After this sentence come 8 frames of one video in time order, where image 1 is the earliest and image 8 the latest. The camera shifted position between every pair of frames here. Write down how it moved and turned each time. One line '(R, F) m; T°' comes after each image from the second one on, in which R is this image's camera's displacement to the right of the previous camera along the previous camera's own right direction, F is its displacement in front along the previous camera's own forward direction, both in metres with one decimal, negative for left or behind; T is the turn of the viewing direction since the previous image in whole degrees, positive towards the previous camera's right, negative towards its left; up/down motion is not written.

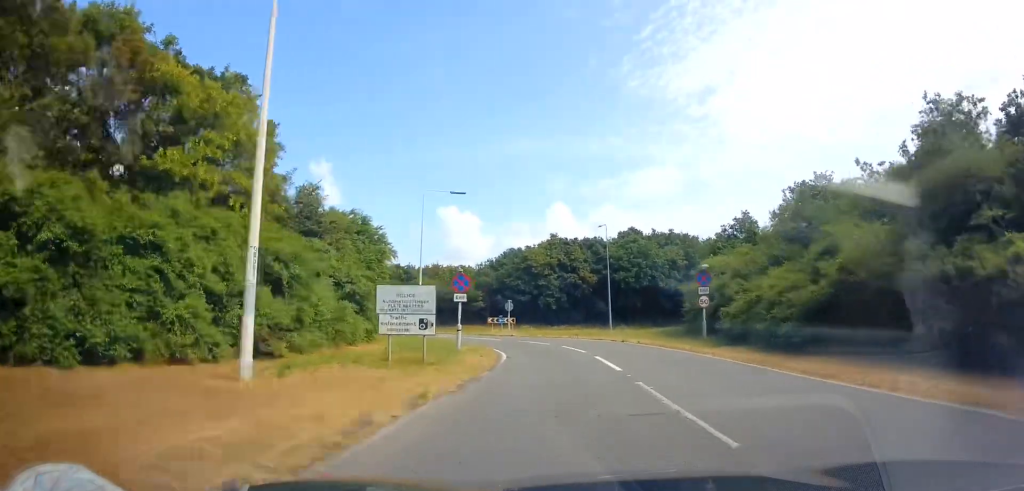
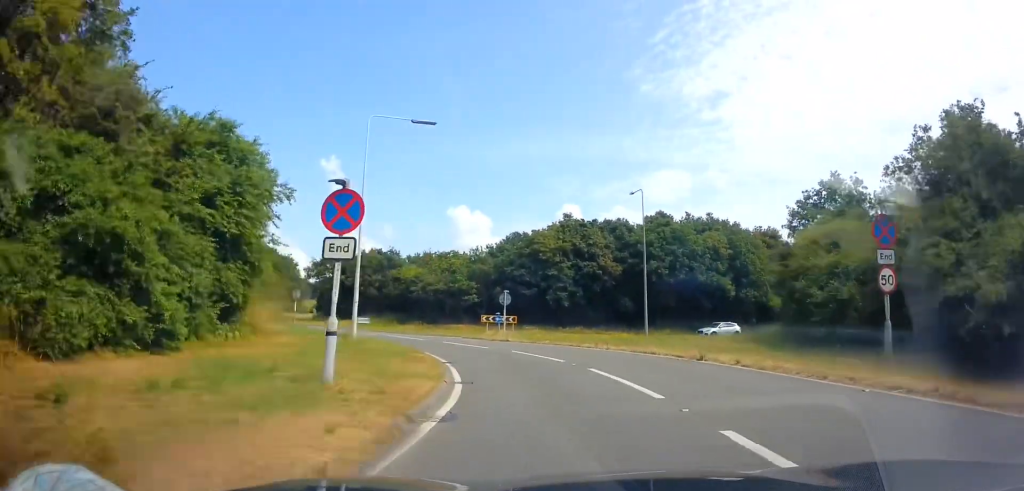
(-0.1, +15.0) m; -2°
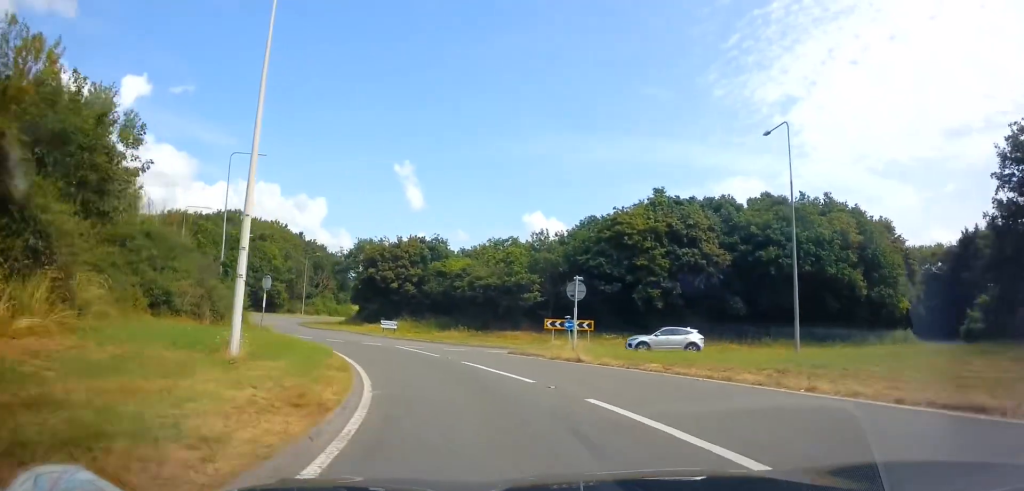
(-0.5, +13.9) m; -5°
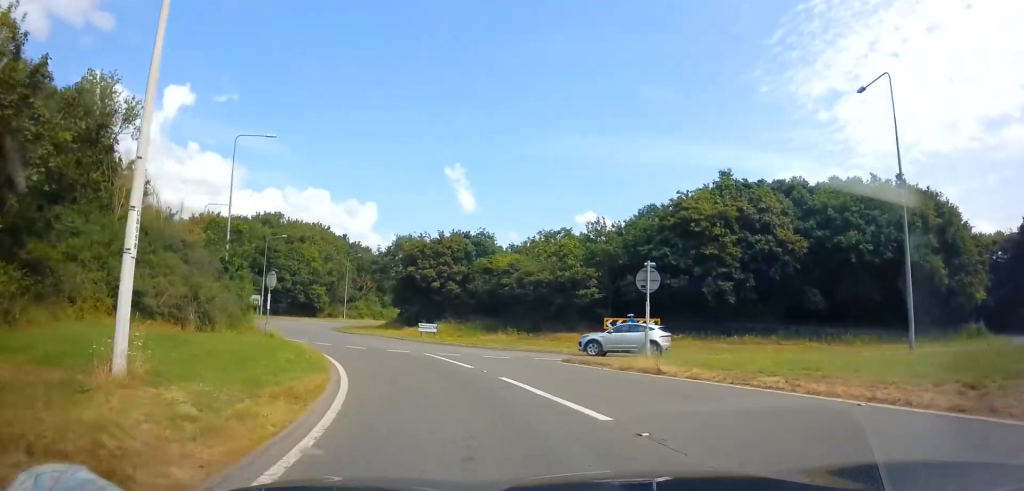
(-0.3, +4.8) m; -4°
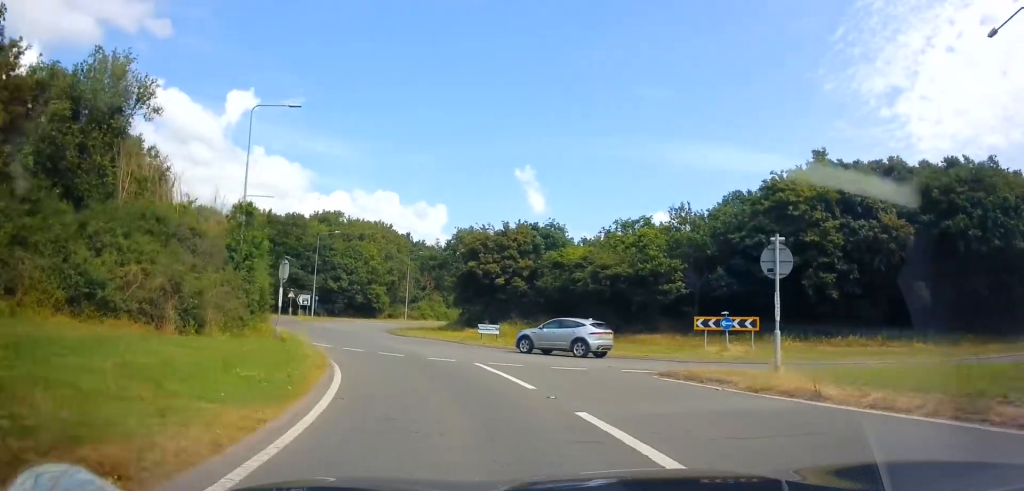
(-0.1, +5.9) m; -5°
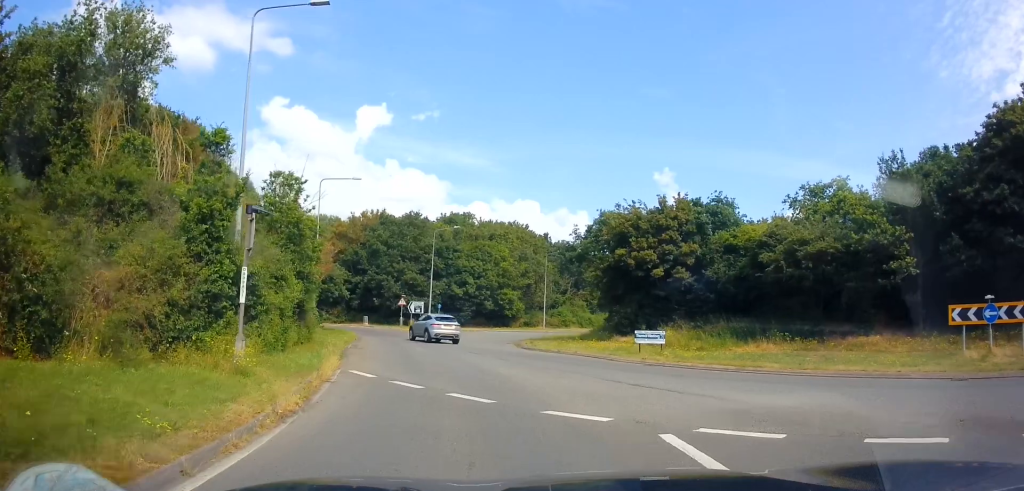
(-1.8, +10.6) m; -18°
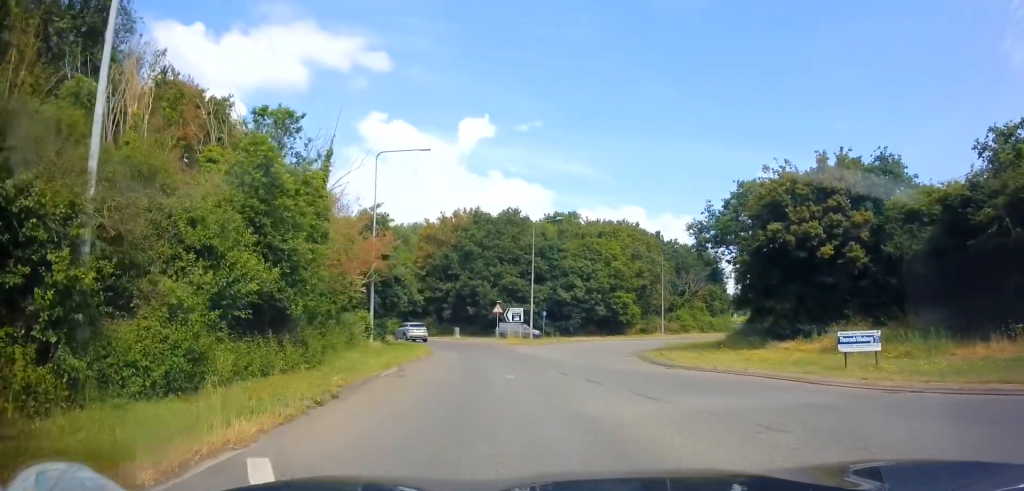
(-1.2, +8.3) m; -11°
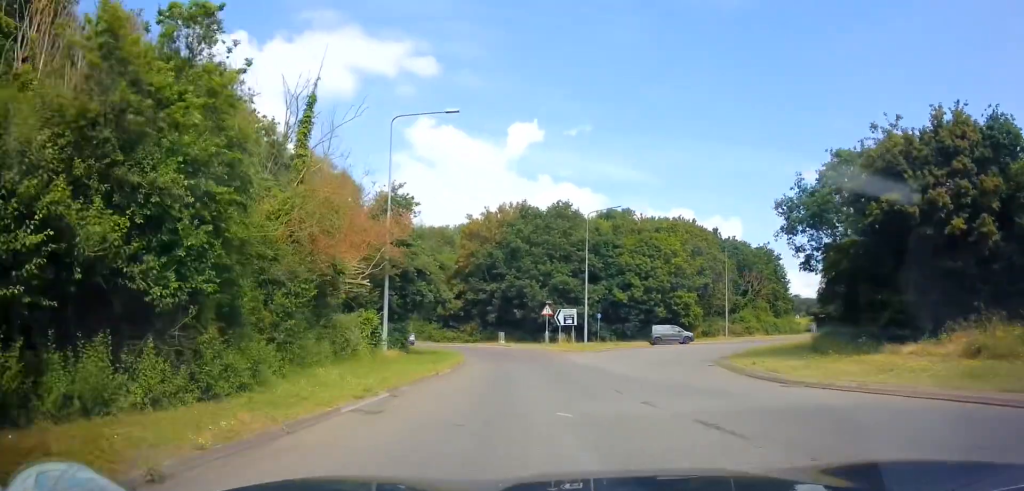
(0.0, +5.4) m; -3°
